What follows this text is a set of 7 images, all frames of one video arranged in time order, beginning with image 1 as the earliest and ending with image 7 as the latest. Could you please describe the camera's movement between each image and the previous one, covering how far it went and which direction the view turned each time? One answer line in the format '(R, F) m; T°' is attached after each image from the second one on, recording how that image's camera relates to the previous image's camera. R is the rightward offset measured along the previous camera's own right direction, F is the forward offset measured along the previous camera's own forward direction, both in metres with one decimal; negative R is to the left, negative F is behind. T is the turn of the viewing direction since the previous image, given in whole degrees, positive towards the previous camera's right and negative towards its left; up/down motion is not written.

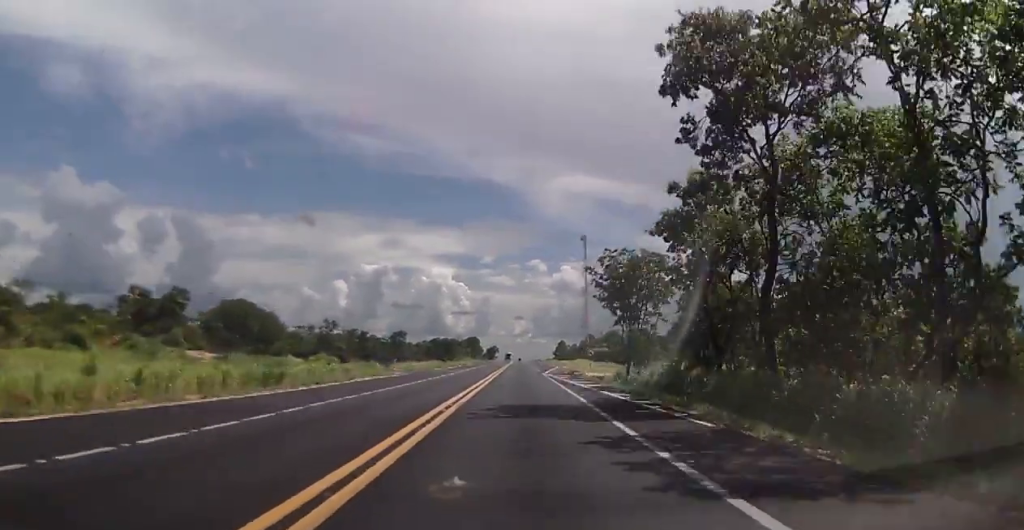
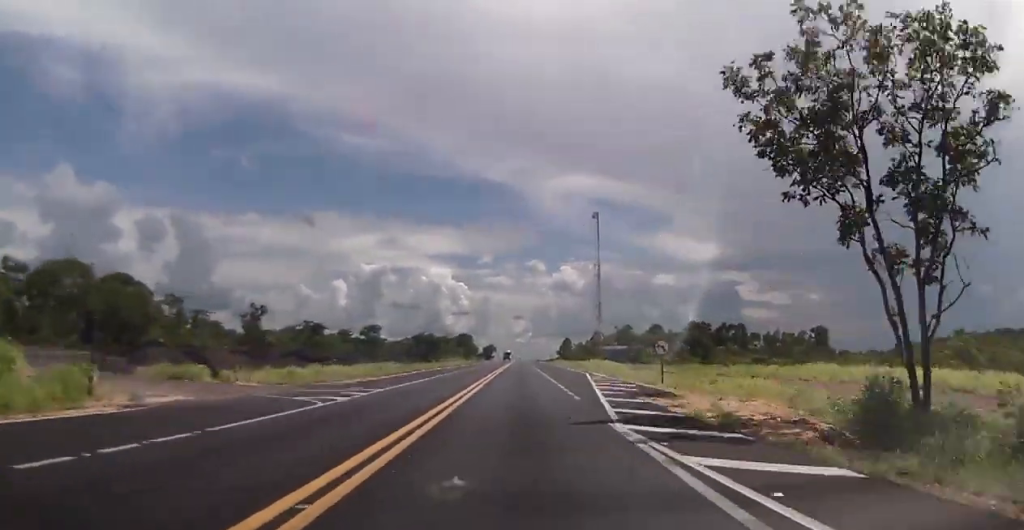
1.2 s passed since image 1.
(0.0, +41.3) m; 0°
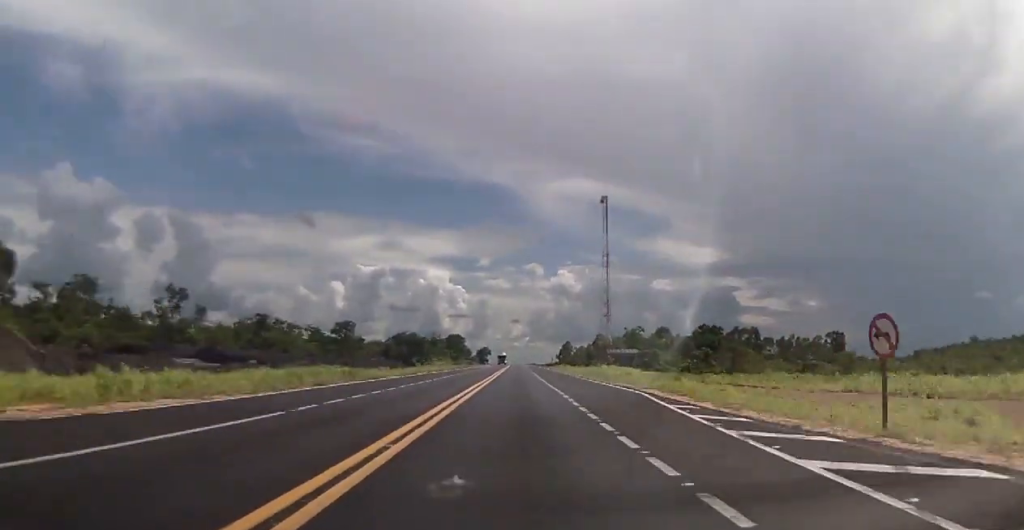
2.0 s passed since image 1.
(-0.1, +25.6) m; 0°
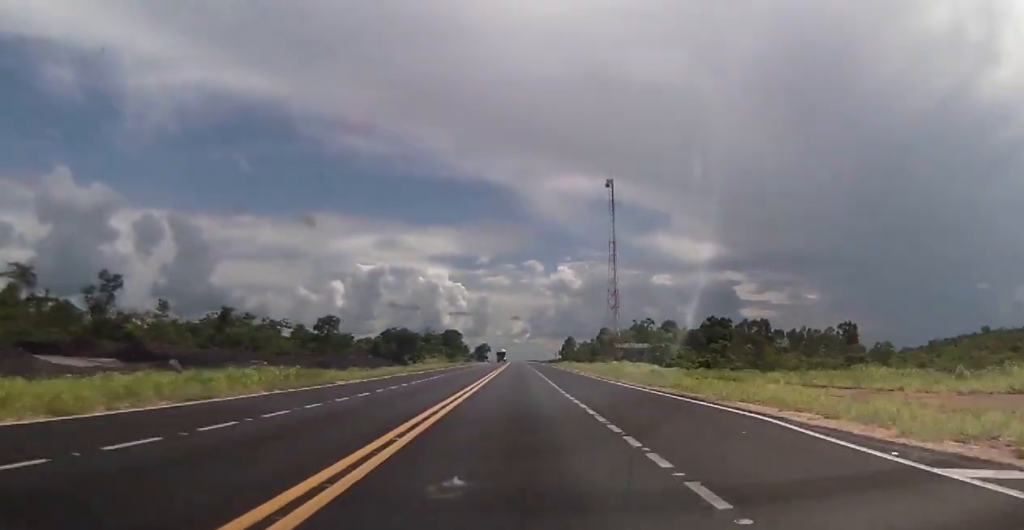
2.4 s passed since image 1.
(-0.1, +14.5) m; 0°
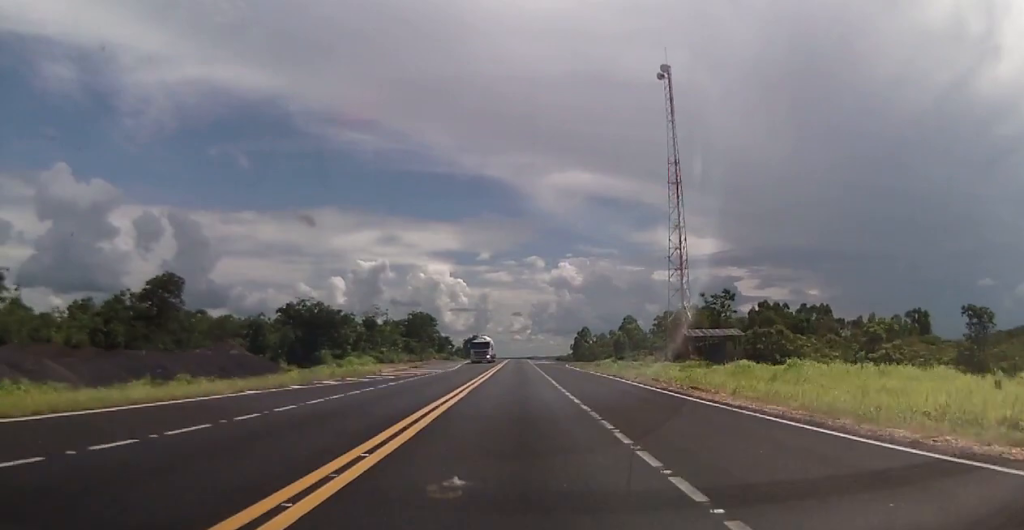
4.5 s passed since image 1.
(0.0, +69.0) m; 0°
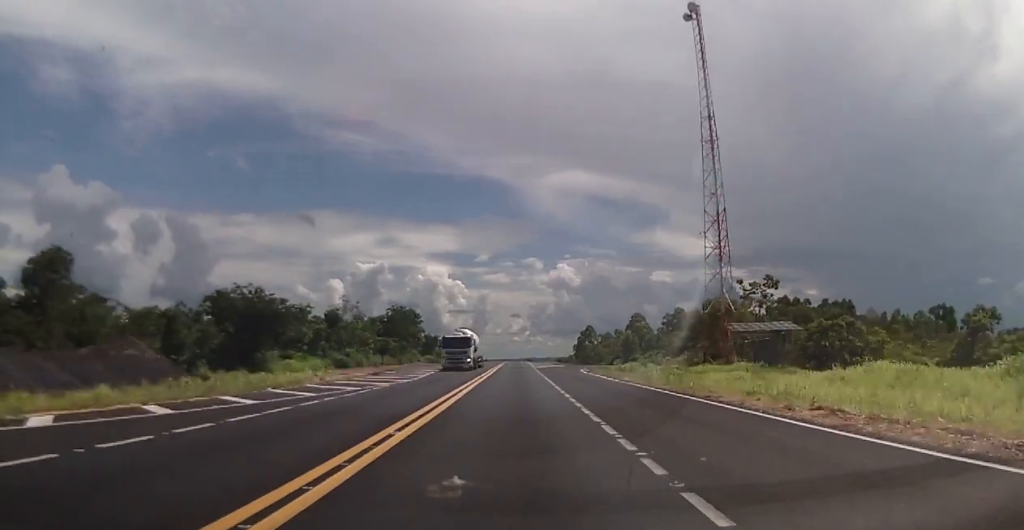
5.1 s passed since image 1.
(+0.2, +21.1) m; 0°
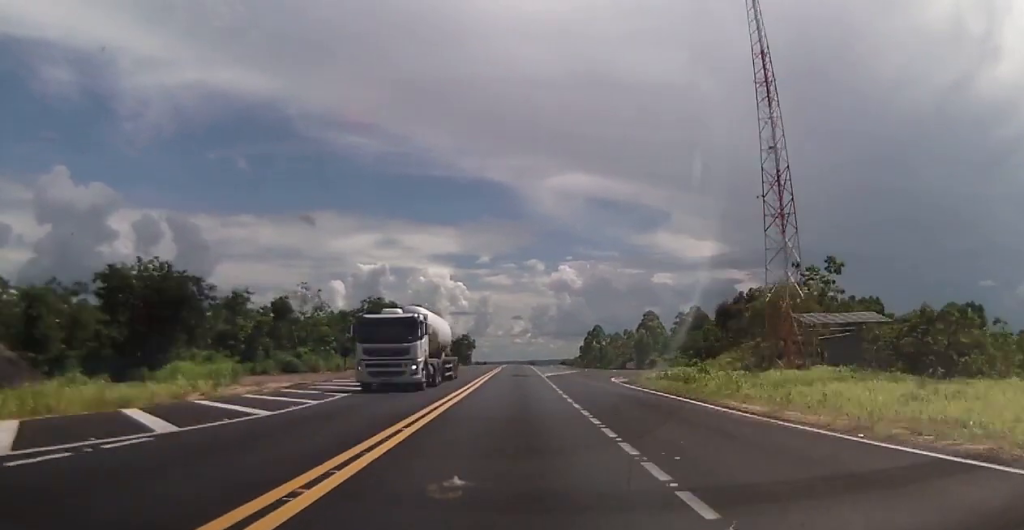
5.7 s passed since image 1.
(+0.1, +20.0) m; 0°
